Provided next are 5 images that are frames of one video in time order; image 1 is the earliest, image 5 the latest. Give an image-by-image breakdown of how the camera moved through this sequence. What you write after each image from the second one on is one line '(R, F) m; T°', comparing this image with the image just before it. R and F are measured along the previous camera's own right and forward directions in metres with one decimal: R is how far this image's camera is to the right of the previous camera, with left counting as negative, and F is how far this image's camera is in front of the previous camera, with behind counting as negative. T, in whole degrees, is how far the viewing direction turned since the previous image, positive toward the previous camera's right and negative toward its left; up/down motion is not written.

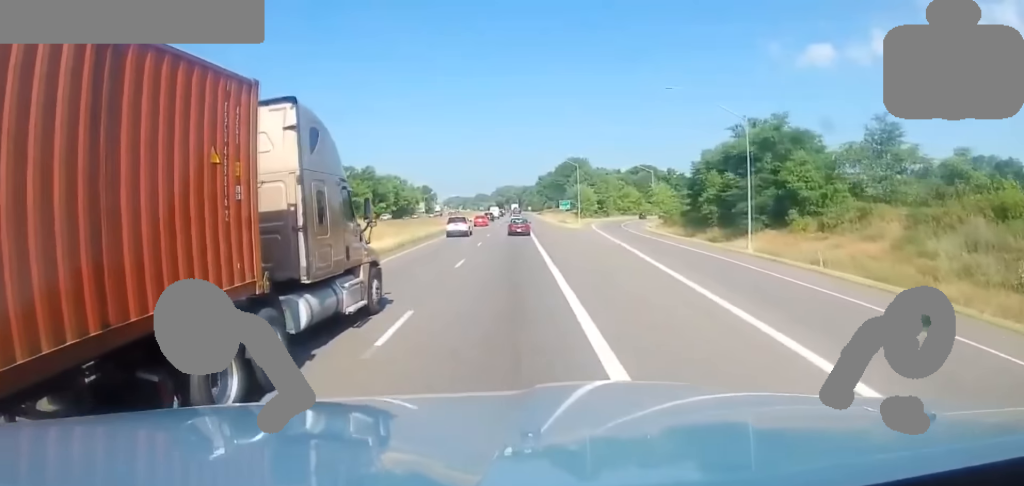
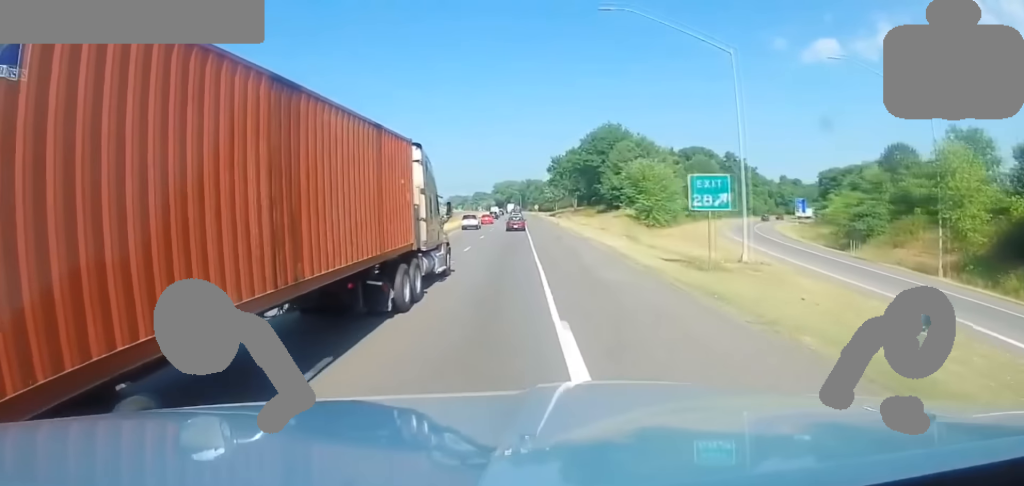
(-0.6, +76.7) m; -2°
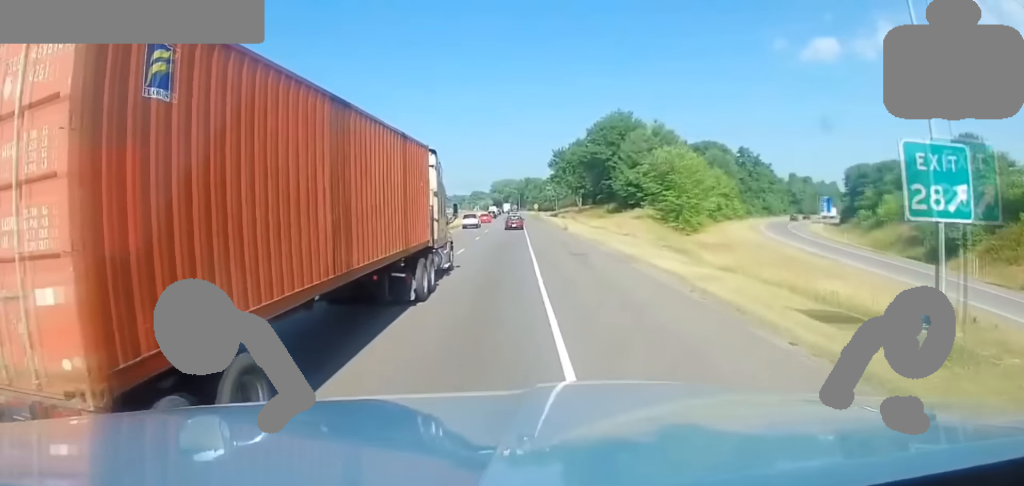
(-0.1, +14.3) m; 0°
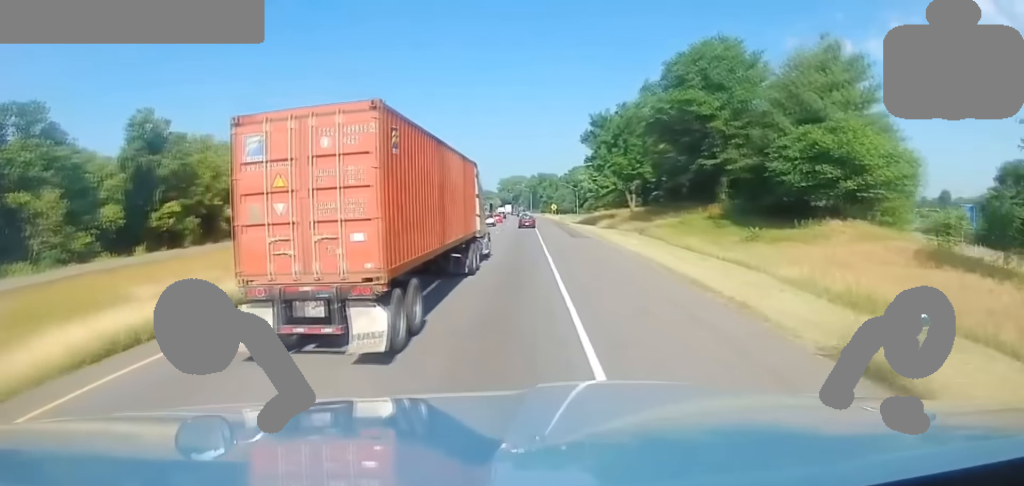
(+0.2, +48.9) m; +1°
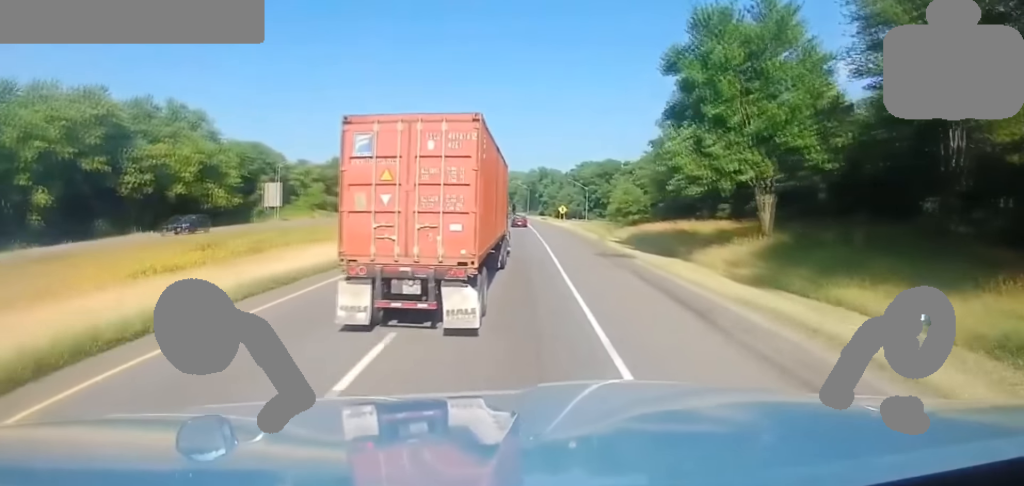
(-0.8, +43.4) m; +1°
